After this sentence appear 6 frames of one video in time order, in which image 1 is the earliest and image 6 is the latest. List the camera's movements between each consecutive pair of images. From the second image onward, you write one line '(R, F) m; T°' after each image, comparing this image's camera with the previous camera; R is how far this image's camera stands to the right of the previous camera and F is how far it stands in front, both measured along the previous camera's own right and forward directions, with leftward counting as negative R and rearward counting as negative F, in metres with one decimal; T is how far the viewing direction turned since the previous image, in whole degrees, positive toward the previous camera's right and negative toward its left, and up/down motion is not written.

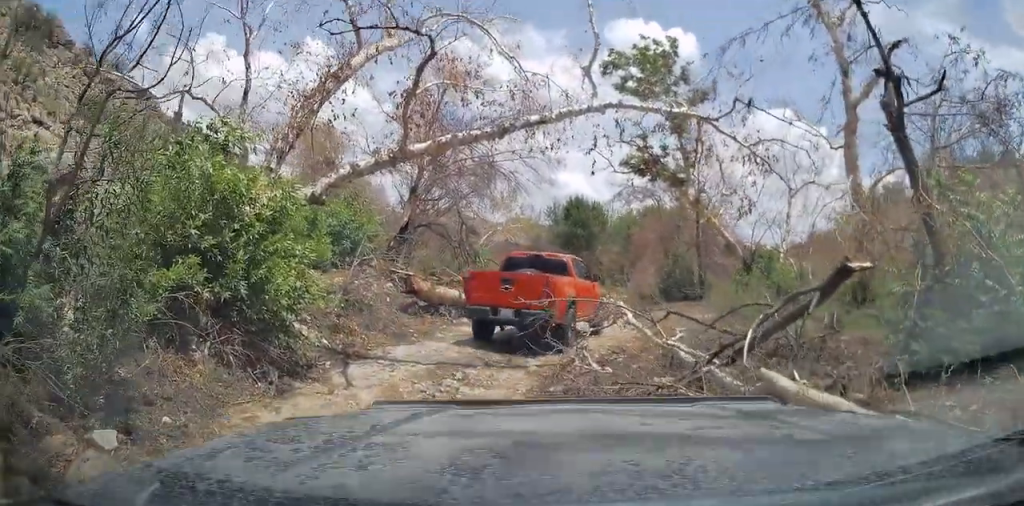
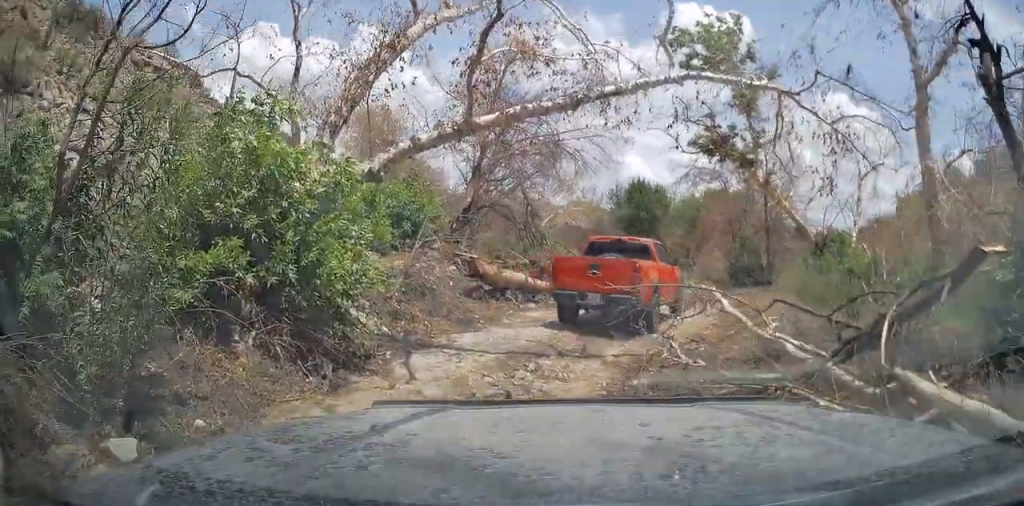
(-0.2, +0.4) m; 0°
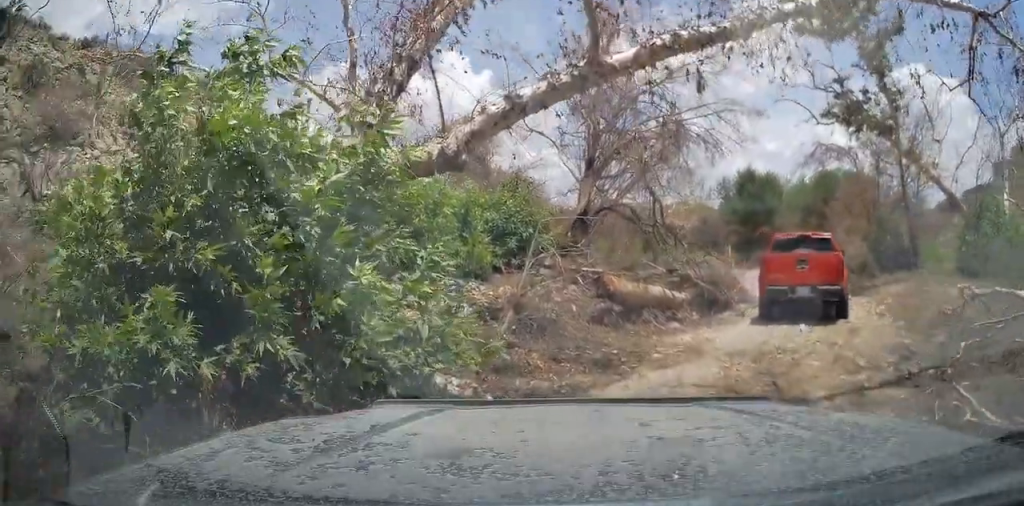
(-1.2, +2.2) m; +5°
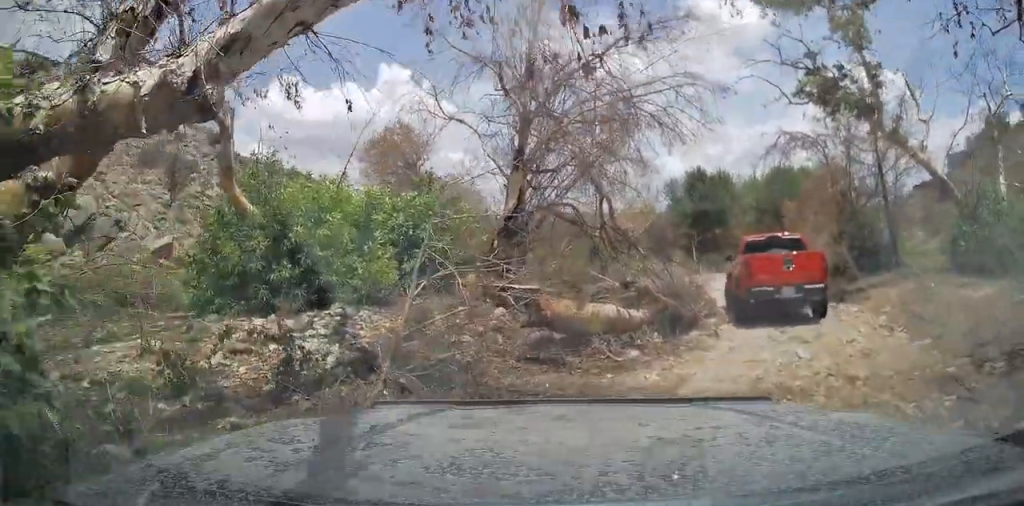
(+0.2, +2.3) m; +13°
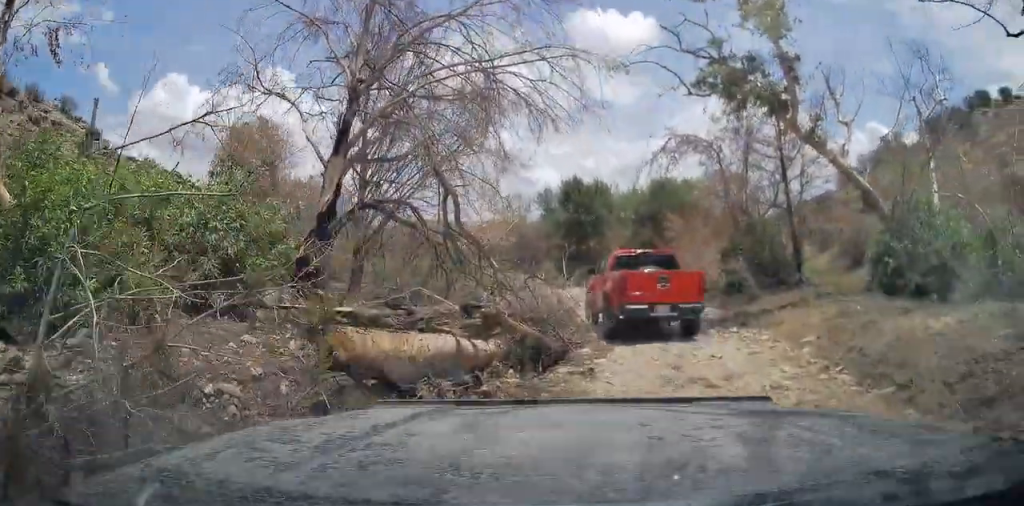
(0.0, +2.7) m; -5°
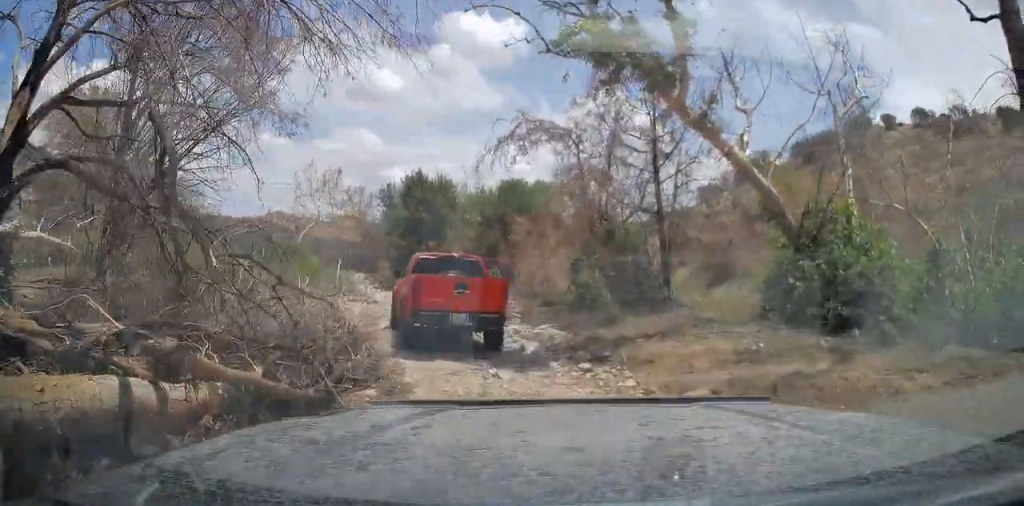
(0.0, +3.1) m; +9°
